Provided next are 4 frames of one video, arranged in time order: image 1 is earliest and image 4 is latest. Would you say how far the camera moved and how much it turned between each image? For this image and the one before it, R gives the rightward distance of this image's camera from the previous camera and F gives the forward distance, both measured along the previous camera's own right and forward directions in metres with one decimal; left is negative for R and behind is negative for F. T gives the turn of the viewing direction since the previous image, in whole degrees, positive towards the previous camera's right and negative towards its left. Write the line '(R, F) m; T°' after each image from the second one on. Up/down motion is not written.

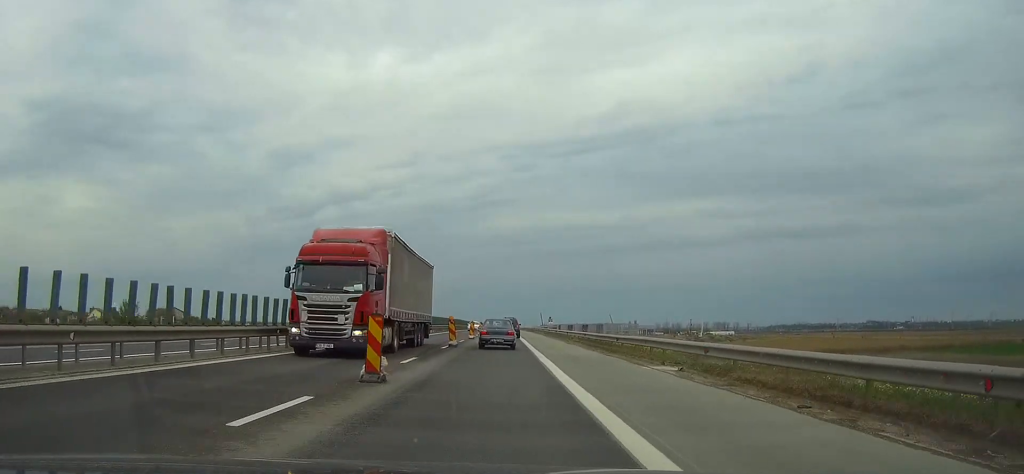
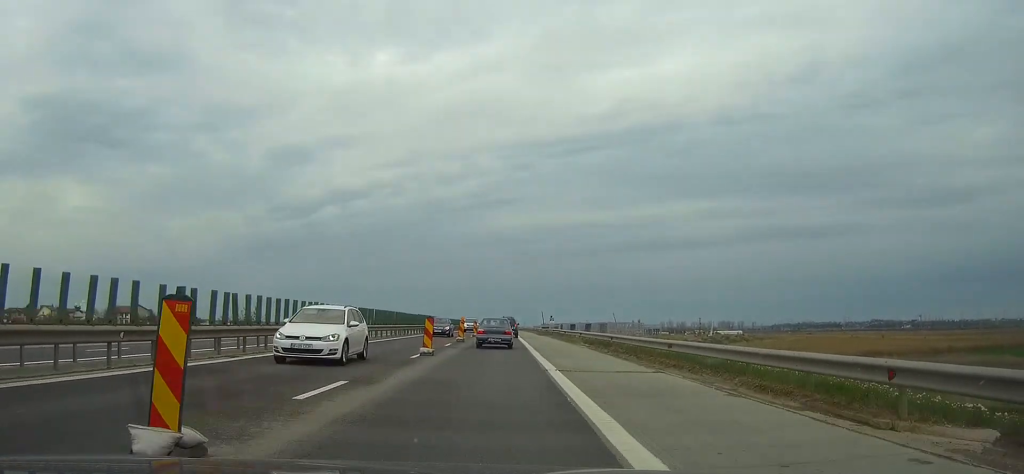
(0.0, +45.8) m; 0°
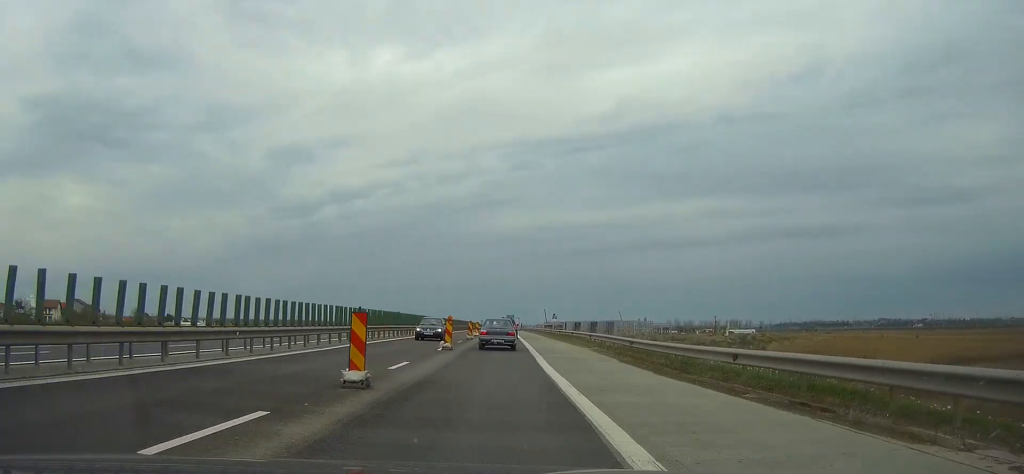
(-0.1, +65.2) m; 0°
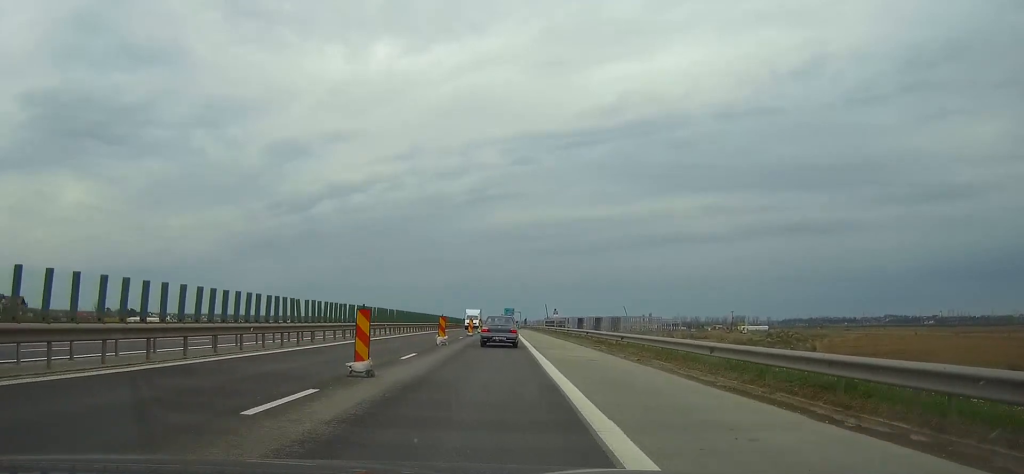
(0.0, +70.6) m; 0°
